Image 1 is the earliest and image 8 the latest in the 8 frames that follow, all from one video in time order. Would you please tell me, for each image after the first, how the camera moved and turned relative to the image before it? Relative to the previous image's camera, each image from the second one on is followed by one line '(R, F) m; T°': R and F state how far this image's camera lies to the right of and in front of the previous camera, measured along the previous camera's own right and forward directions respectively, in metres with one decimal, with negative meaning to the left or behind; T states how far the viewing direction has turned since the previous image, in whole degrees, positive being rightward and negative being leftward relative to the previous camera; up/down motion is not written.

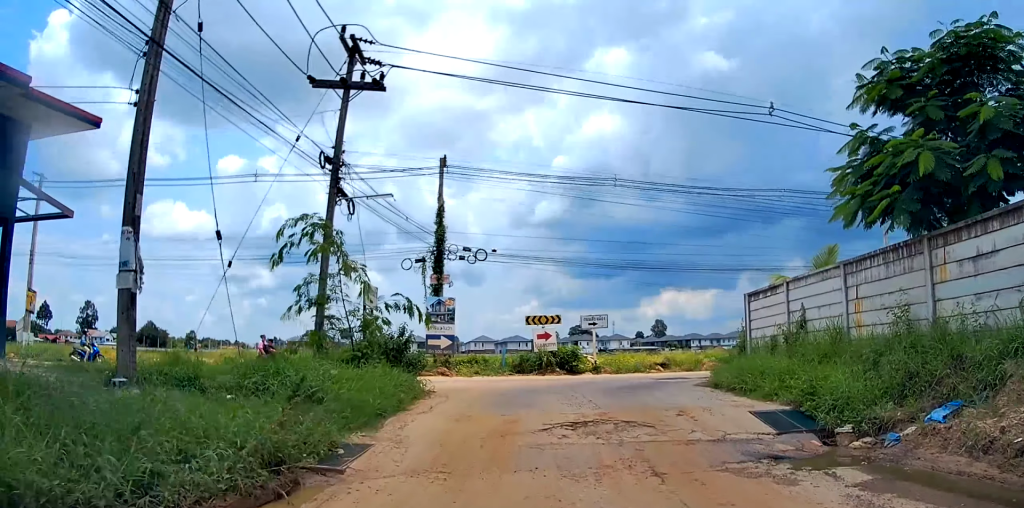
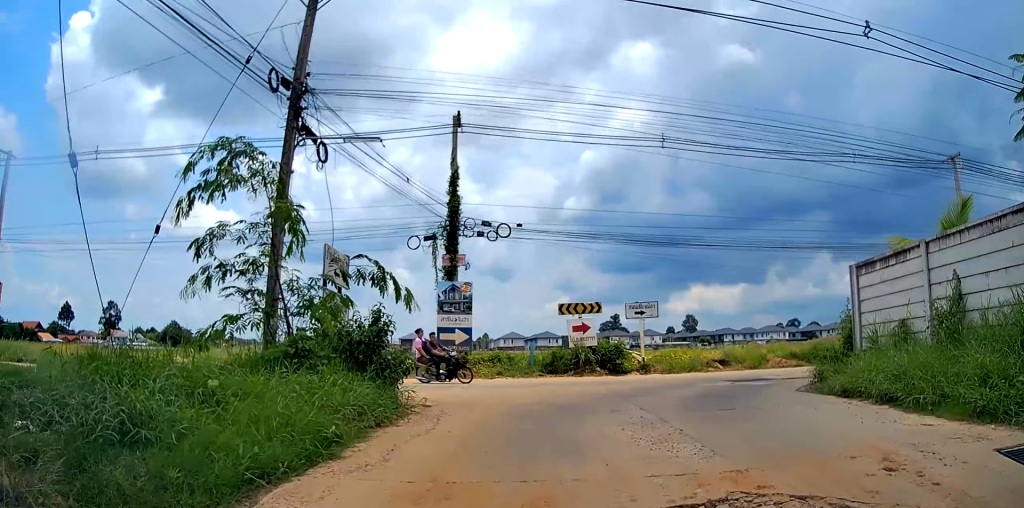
(-0.1, +6.5) m; +6°
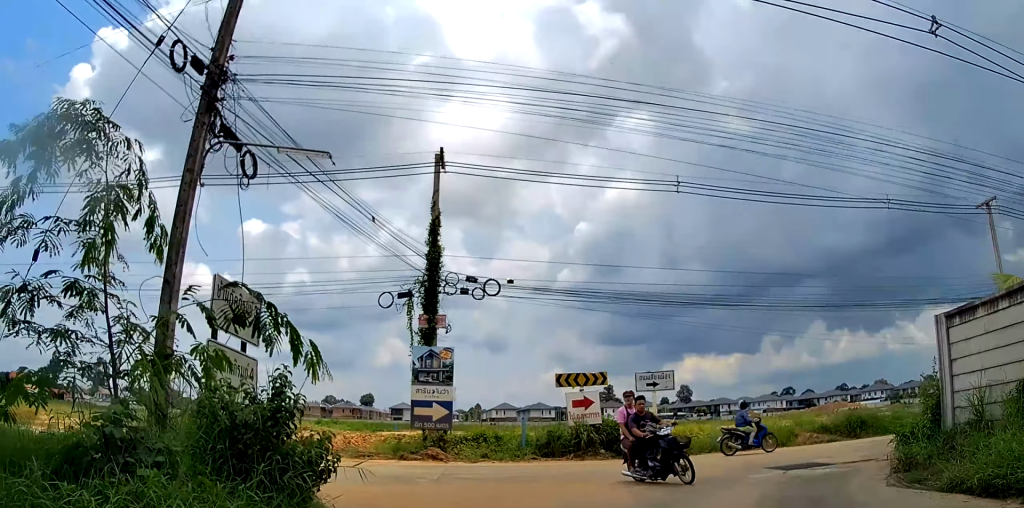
(+0.7, +5.3) m; +5°
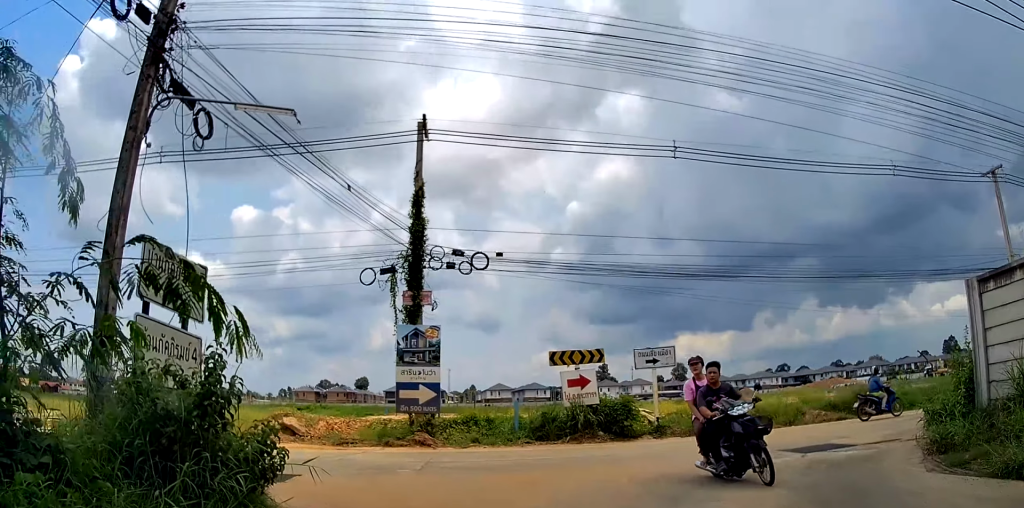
(-0.1, +1.3) m; -3°
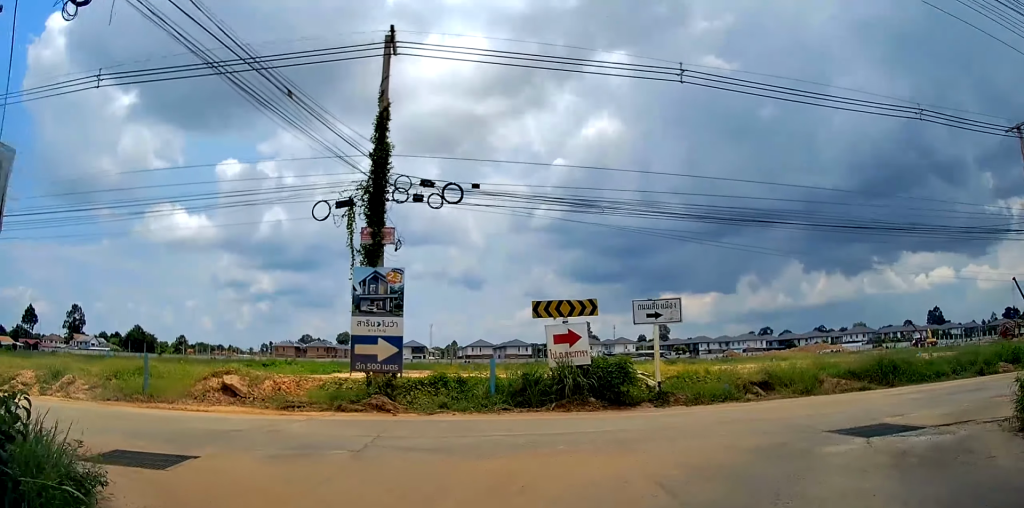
(0.0, +3.0) m; -1°
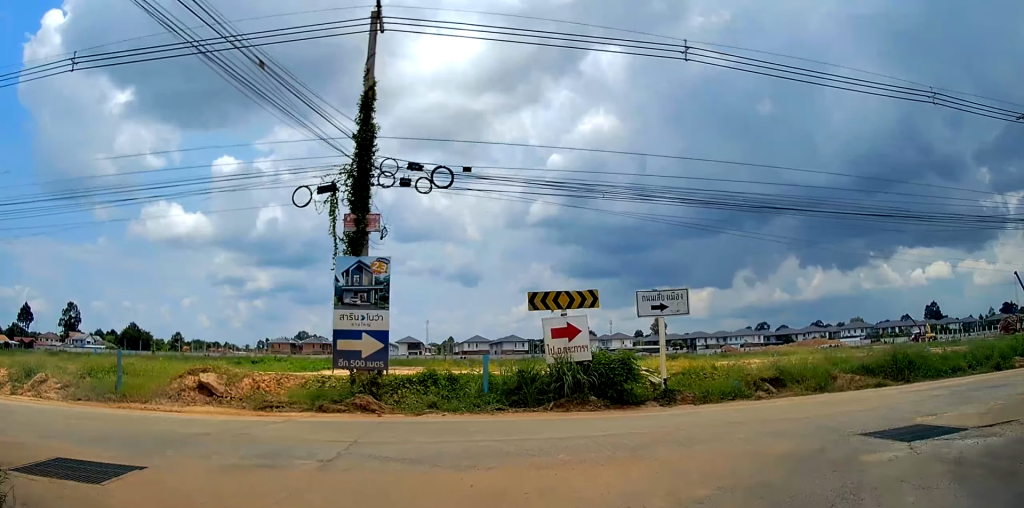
(-0.1, +1.1) m; 0°
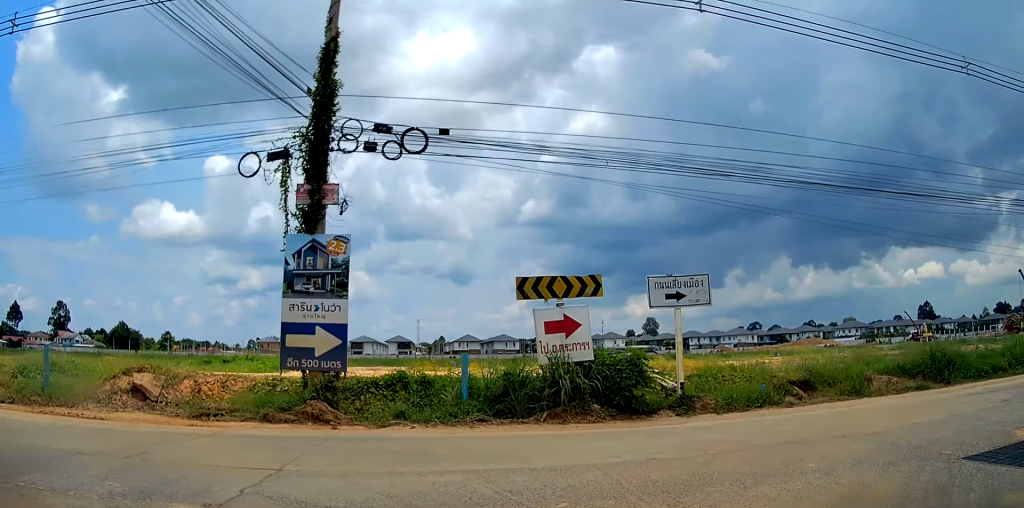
(+0.1, +2.7) m; +5°
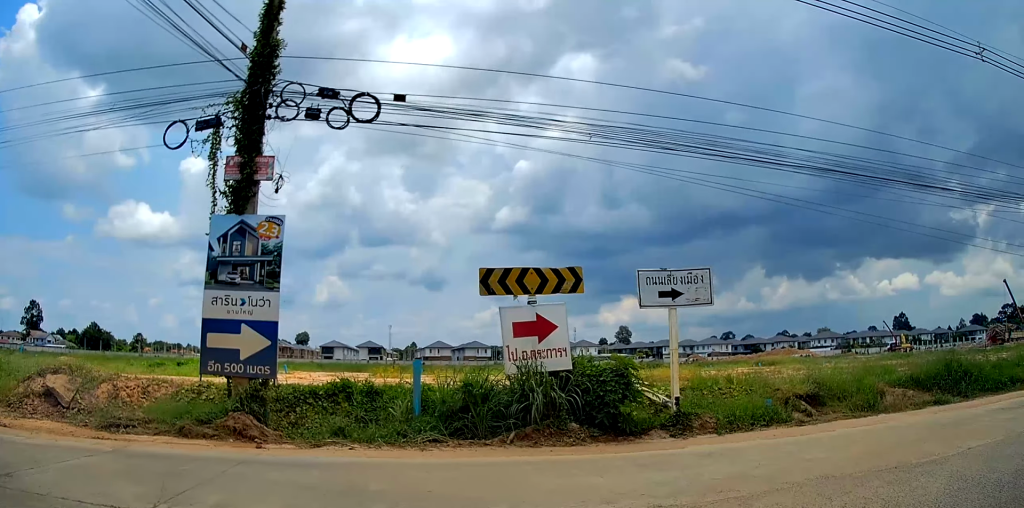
(+0.2, +2.6) m; +7°
